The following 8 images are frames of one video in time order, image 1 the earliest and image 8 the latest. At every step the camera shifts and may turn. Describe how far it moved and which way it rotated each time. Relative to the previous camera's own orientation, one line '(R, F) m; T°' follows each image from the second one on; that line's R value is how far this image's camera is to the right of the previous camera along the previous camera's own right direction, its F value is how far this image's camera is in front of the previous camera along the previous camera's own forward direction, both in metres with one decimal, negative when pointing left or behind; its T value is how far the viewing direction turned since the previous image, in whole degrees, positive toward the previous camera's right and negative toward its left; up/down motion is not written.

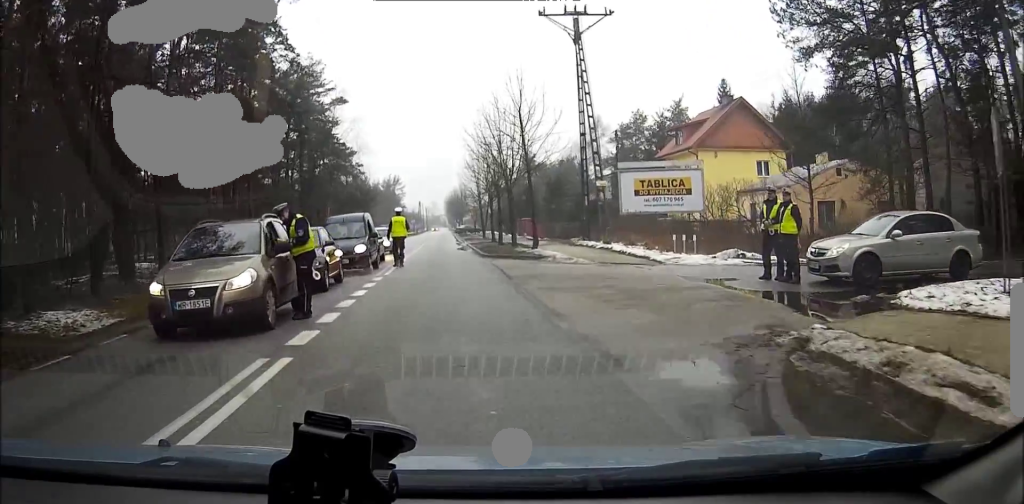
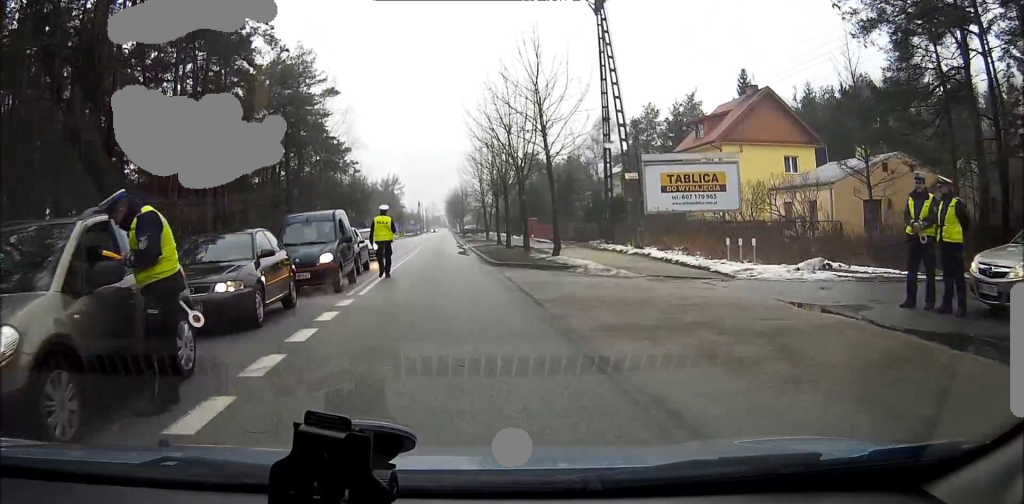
(0.0, +6.4) m; +1°
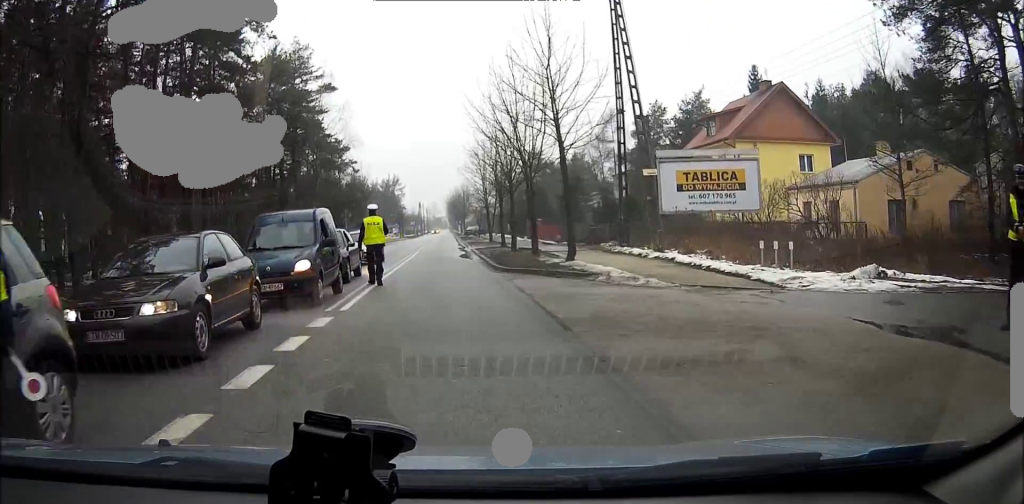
(0.0, +2.7) m; +1°
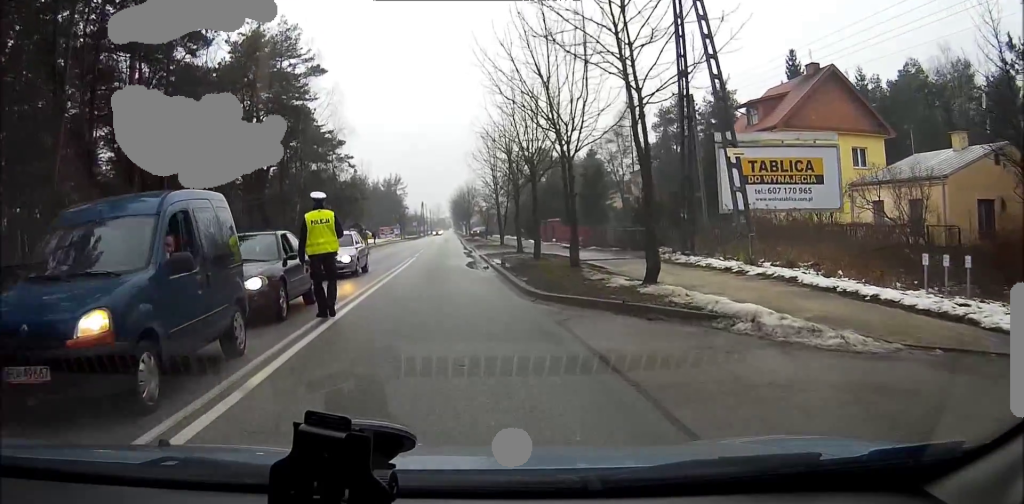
(+0.2, +8.0) m; +2°
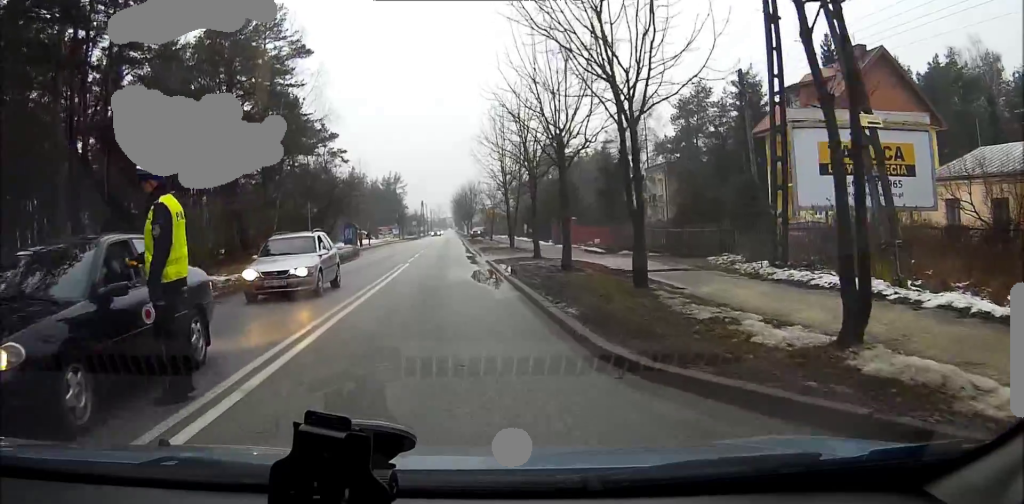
(0.0, +6.6) m; +1°
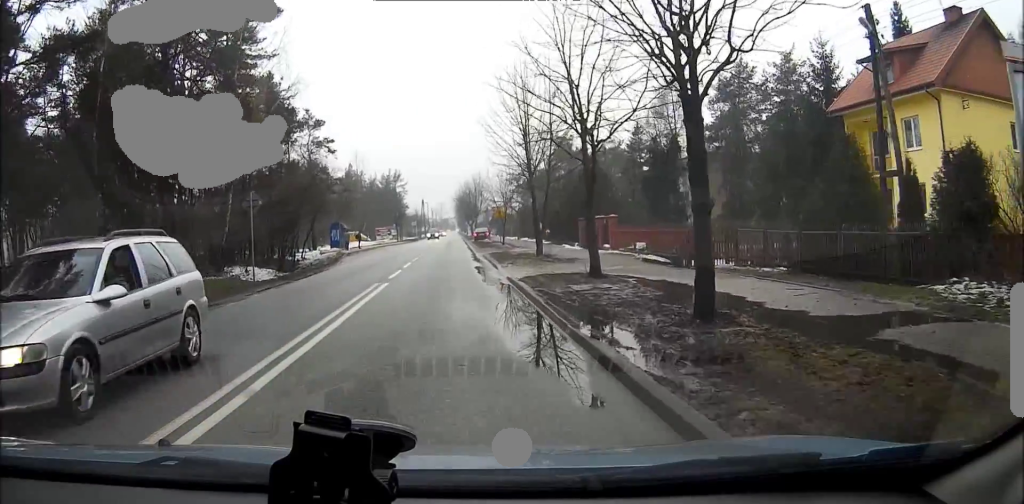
(+0.2, +10.7) m; +2°
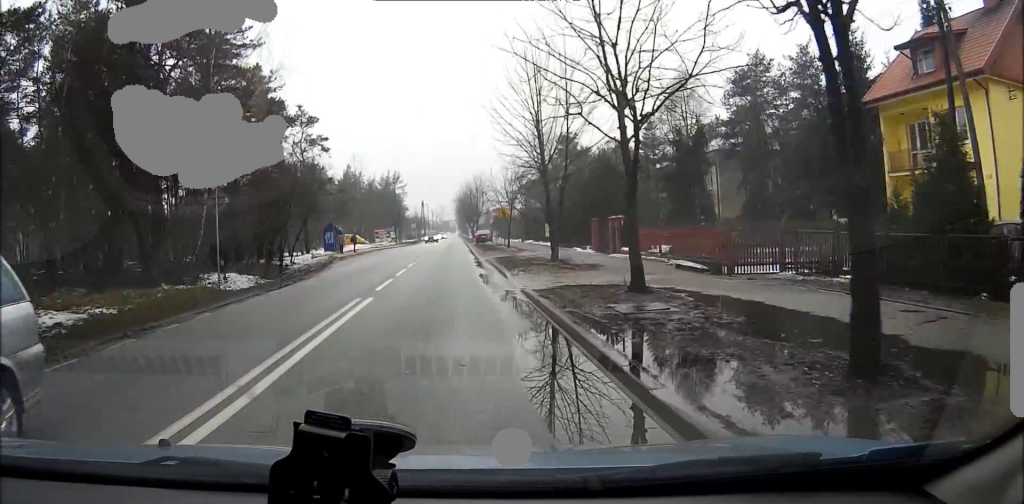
(0.0, +3.5) m; 0°
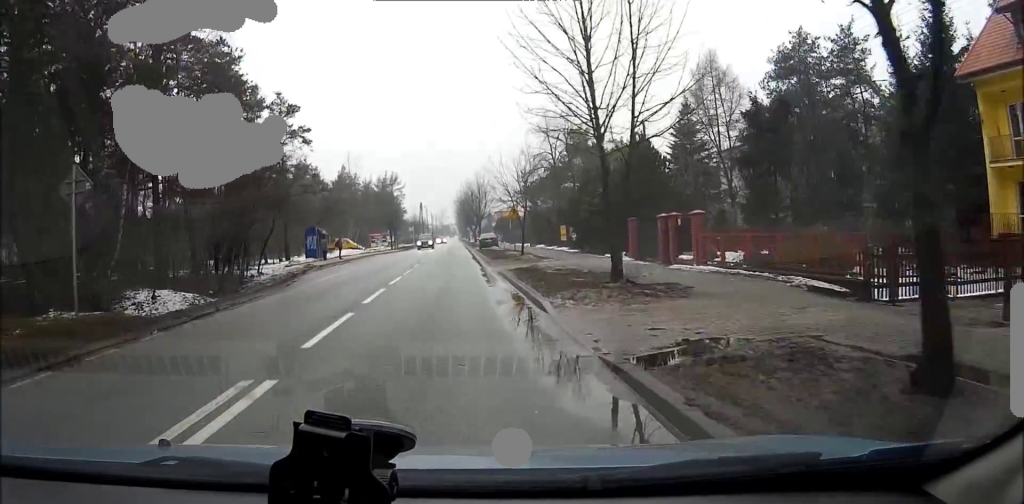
(0.0, +7.7) m; 0°
